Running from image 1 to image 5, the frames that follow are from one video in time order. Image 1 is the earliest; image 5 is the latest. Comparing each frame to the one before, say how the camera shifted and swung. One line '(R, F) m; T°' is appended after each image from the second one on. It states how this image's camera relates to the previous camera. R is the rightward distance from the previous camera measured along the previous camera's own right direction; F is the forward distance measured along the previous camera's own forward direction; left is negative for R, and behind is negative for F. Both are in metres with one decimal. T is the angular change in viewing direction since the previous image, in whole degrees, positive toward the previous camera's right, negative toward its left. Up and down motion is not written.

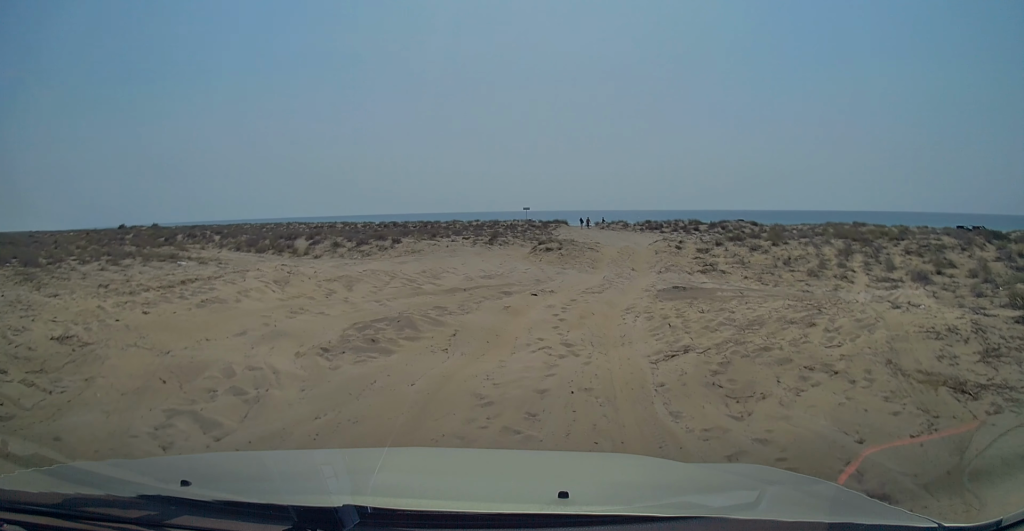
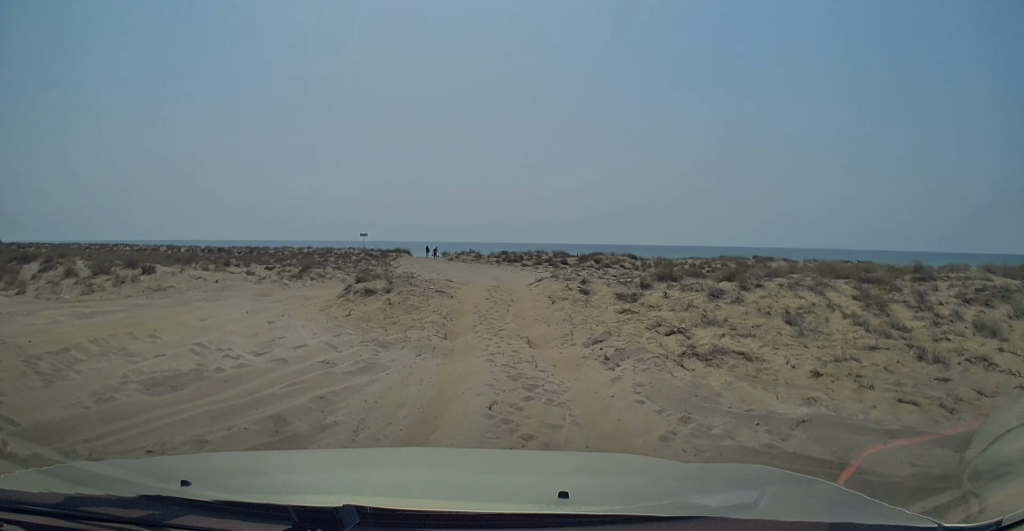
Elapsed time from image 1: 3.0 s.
(+1.6, +13.4) m; +11°
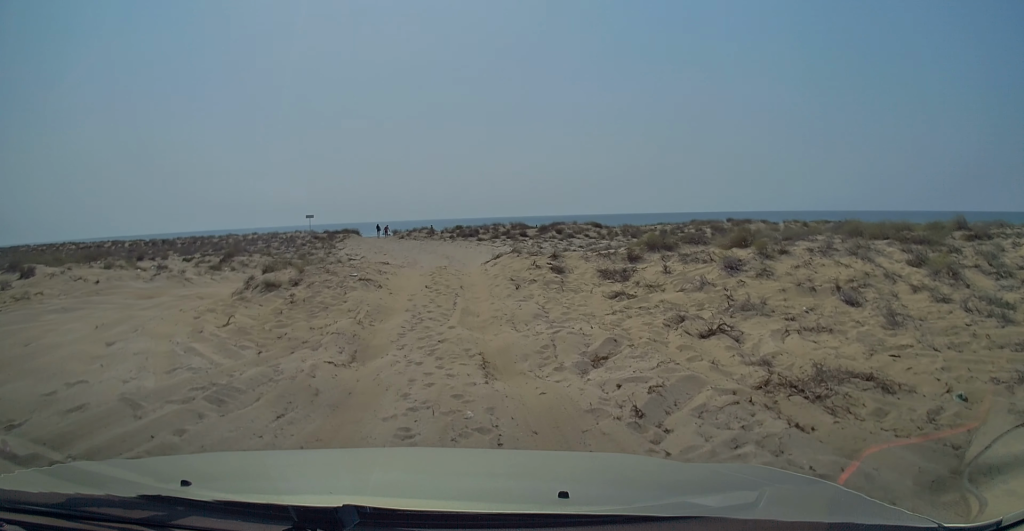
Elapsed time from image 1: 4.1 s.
(0.0, +5.1) m; +2°
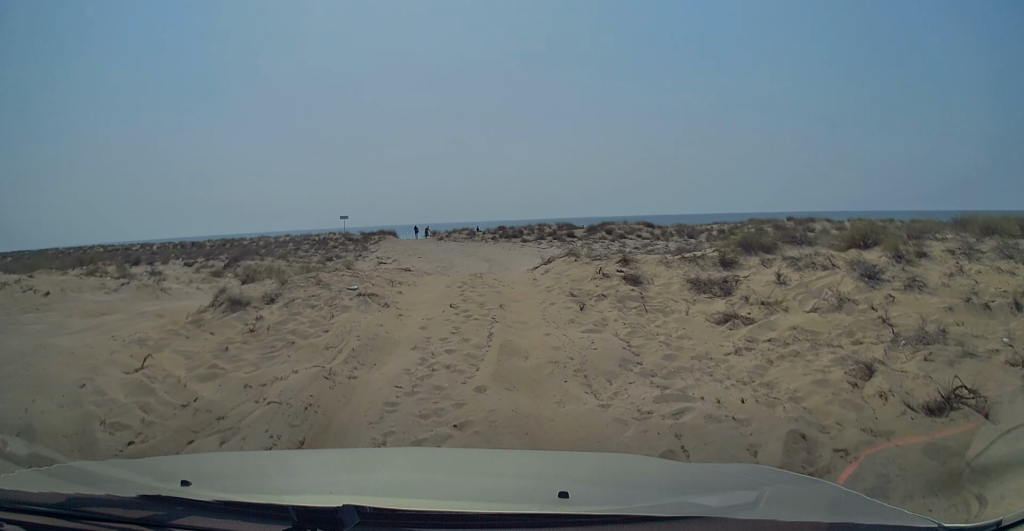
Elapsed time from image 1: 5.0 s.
(+0.1, +4.3) m; -3°
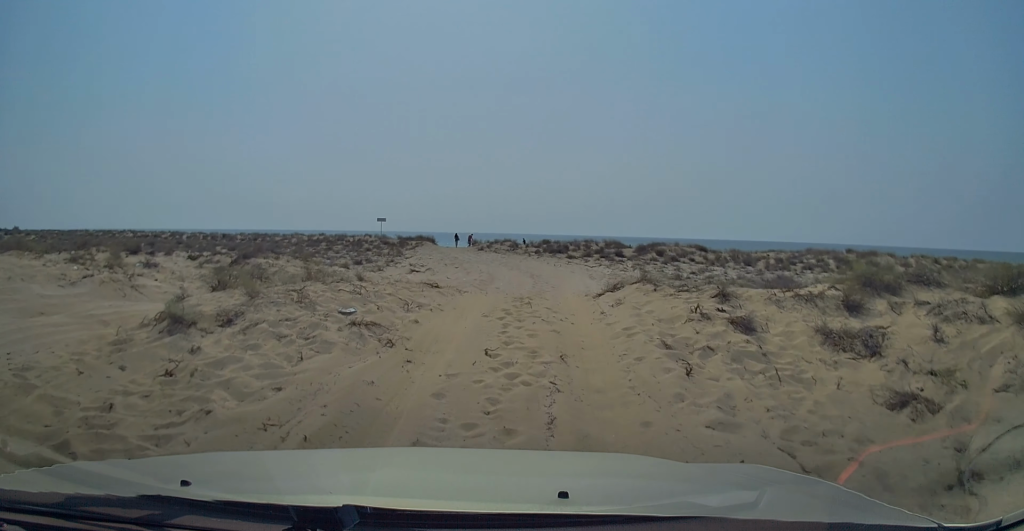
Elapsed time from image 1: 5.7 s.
(-0.2, +3.3) m; -2°
